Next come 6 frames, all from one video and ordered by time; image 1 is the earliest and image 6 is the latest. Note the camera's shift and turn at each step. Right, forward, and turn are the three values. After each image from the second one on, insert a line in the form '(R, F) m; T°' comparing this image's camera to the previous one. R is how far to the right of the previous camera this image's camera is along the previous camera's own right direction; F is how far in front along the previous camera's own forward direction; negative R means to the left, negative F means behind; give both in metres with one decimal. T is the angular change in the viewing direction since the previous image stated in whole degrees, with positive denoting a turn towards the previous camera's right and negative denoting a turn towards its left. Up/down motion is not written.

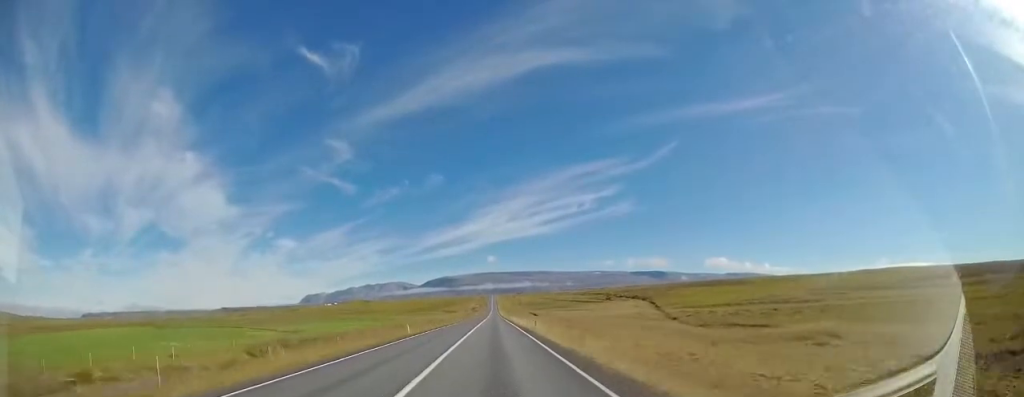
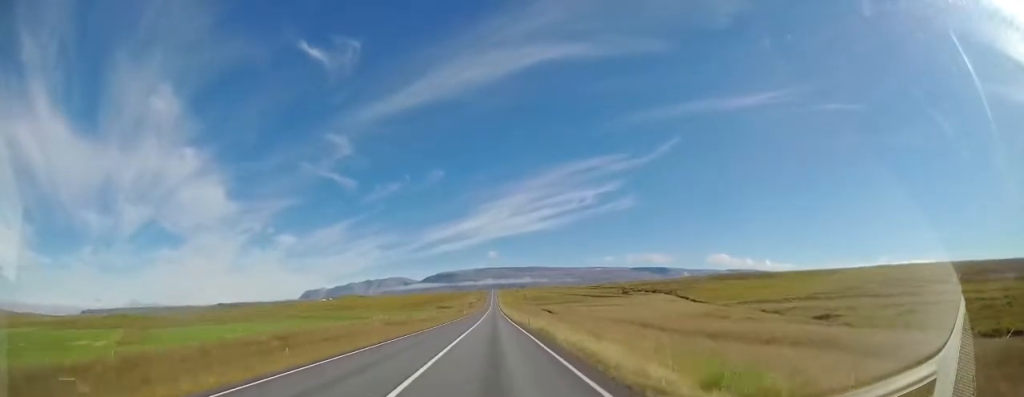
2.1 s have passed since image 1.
(+0.2, +47.5) m; 0°
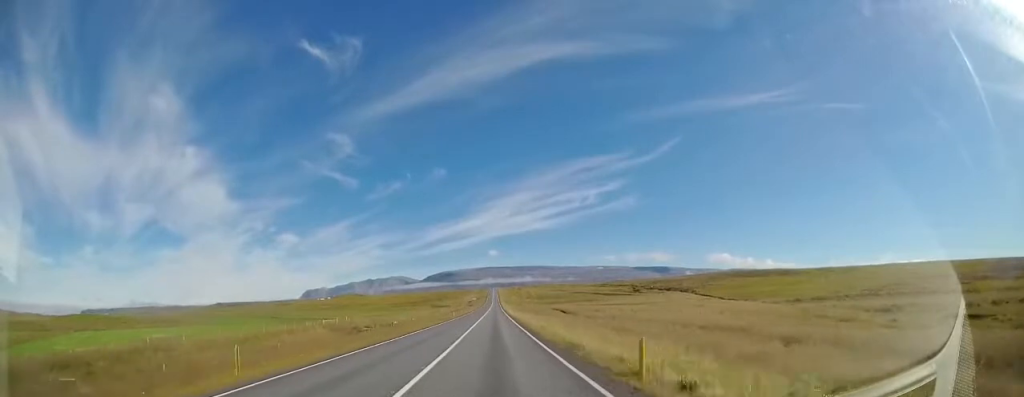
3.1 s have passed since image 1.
(-0.4, +24.7) m; -1°
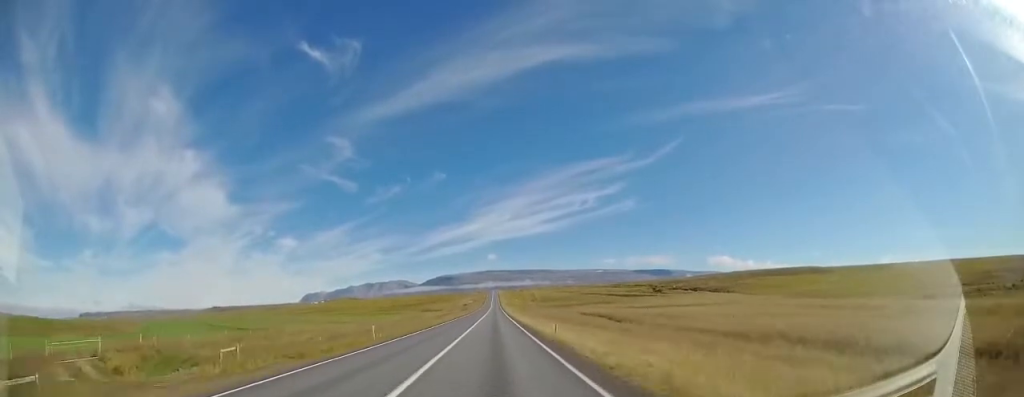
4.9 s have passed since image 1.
(-0.9, +41.1) m; -1°
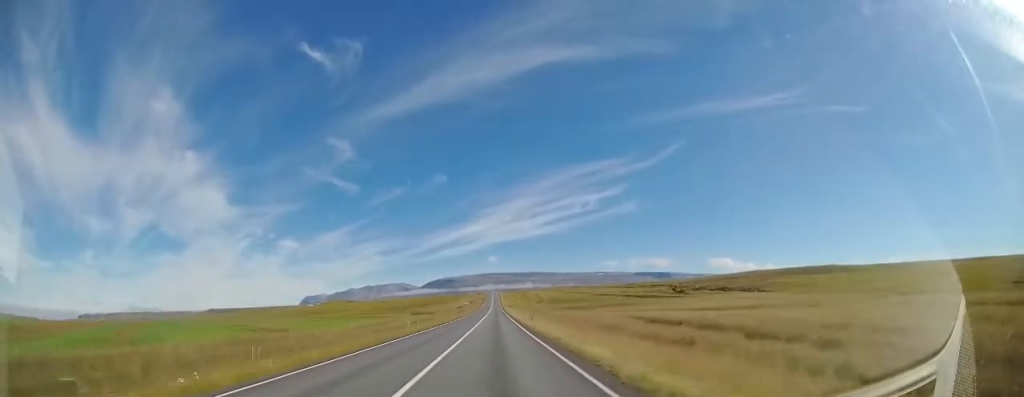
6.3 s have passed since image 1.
(+0.6, +32.9) m; +2°
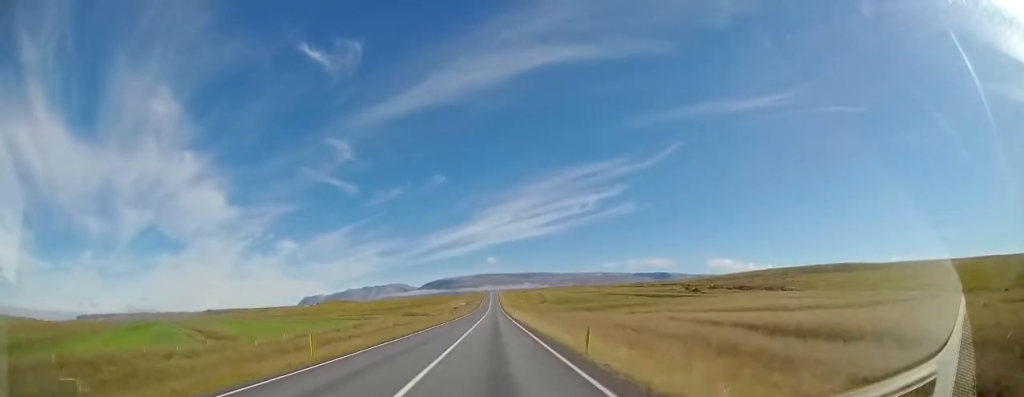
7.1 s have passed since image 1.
(0.0, +19.6) m; 0°
